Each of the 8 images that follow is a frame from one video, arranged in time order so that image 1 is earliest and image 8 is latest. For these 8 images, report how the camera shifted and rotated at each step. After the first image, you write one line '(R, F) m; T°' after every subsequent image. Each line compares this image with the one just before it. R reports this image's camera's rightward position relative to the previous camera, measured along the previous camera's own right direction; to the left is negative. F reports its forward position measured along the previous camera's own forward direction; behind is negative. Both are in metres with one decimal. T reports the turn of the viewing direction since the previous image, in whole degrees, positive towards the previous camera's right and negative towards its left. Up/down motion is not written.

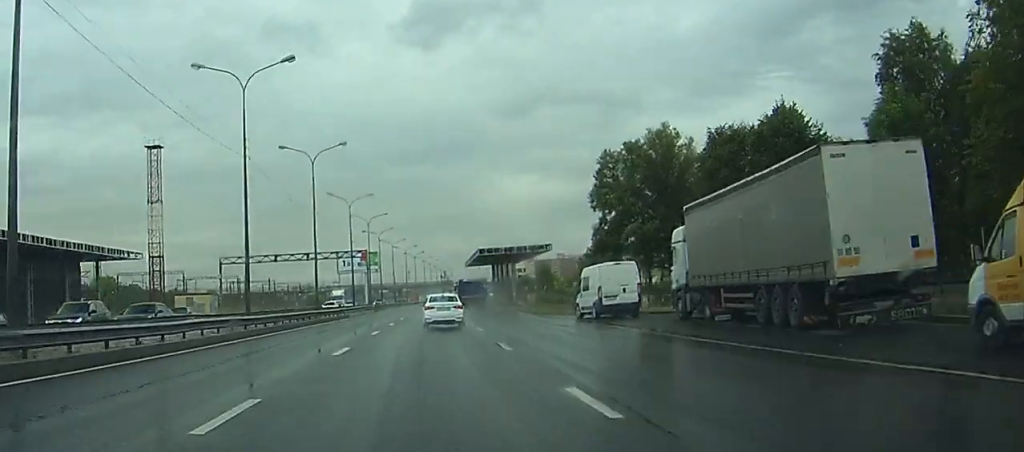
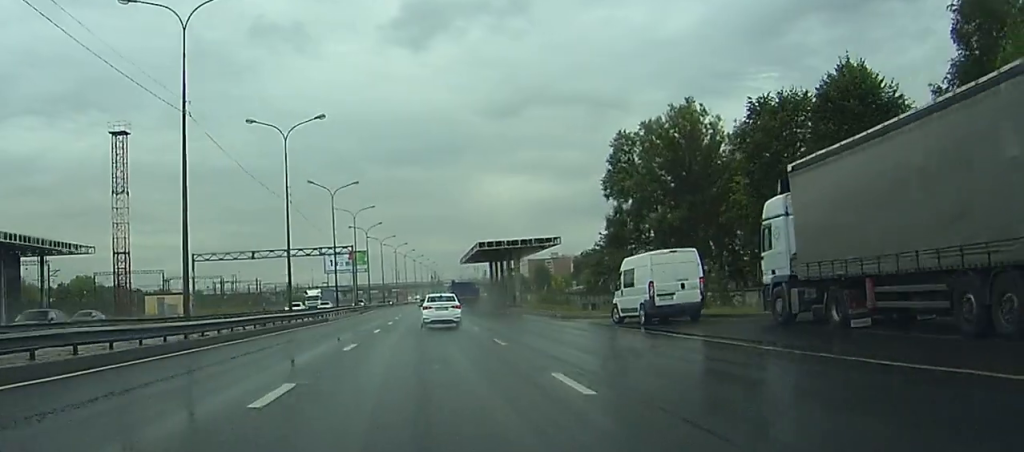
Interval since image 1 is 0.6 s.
(+0.1, +9.5) m; -1°
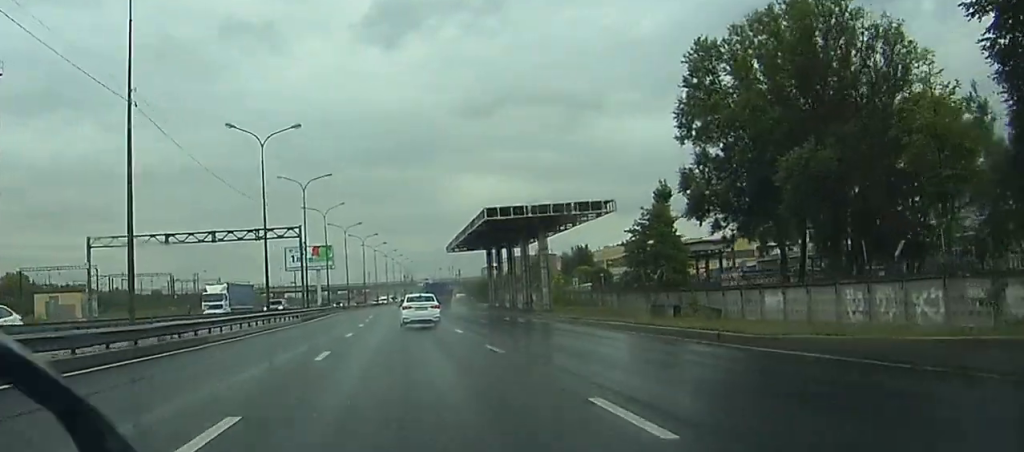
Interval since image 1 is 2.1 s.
(0.0, +26.7) m; +3°
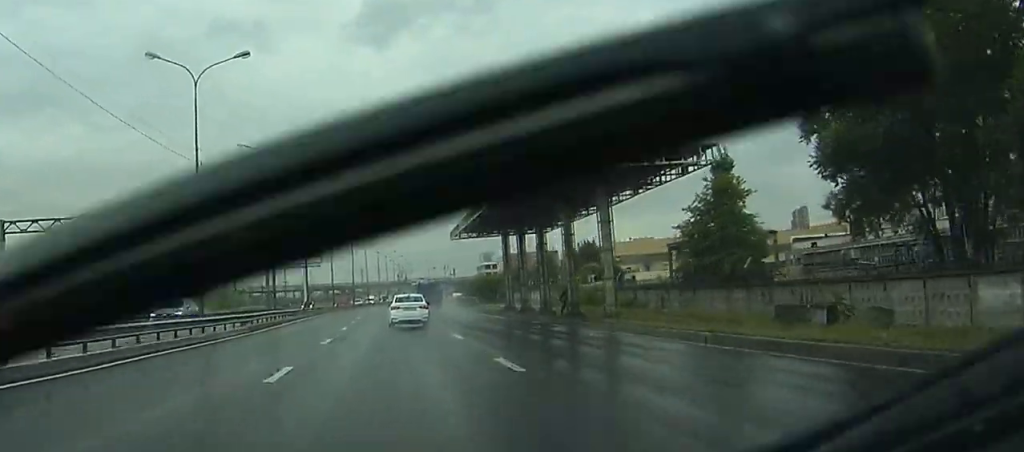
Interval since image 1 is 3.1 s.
(+0.8, +17.0) m; +3°
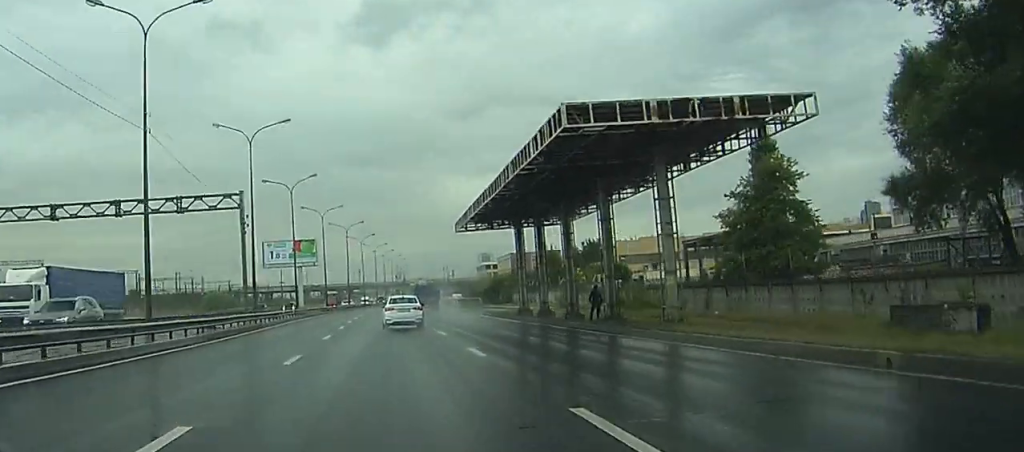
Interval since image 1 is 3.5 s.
(0.0, +8.1) m; 0°
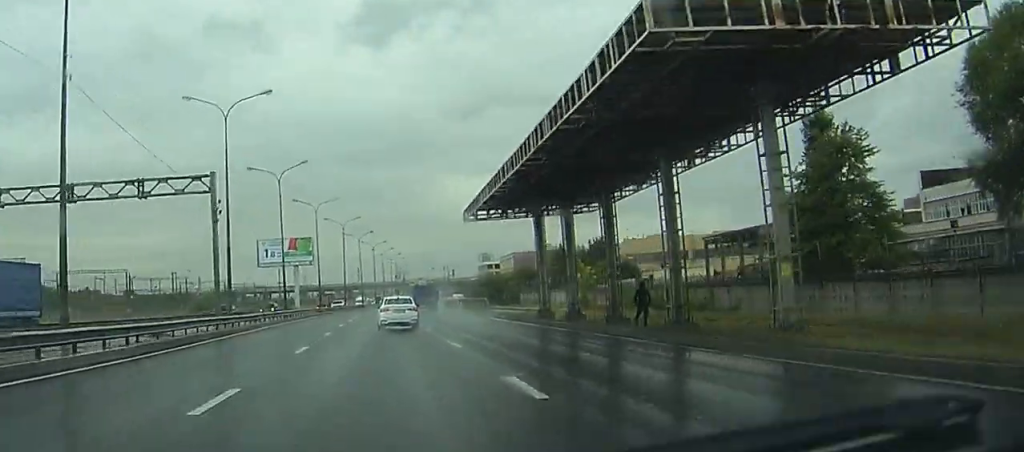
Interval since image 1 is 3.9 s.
(0.0, +8.1) m; 0°
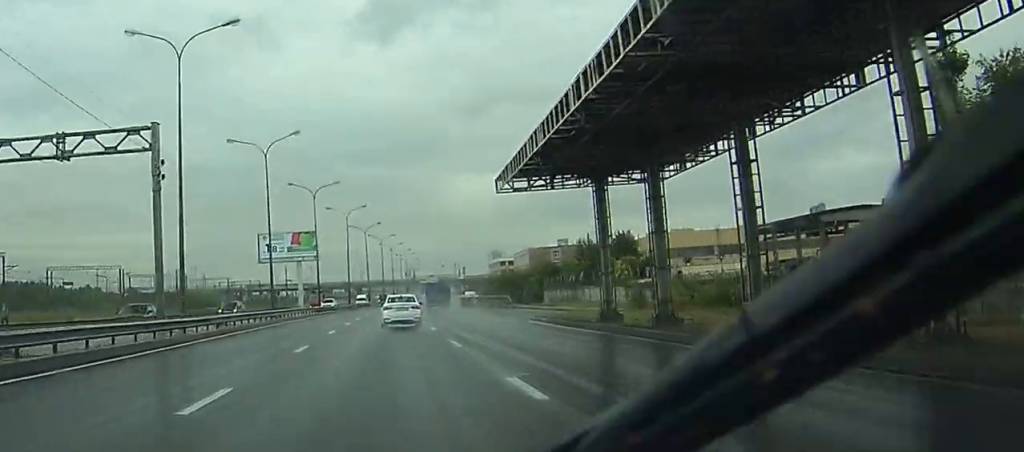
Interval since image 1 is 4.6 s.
(-0.2, +12.4) m; -1°
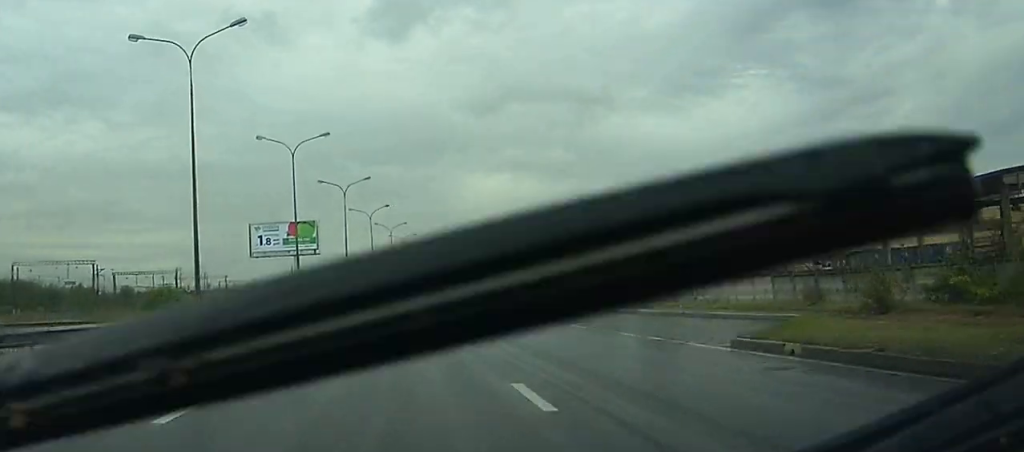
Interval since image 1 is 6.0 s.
(-0.2, +25.1) m; -1°
